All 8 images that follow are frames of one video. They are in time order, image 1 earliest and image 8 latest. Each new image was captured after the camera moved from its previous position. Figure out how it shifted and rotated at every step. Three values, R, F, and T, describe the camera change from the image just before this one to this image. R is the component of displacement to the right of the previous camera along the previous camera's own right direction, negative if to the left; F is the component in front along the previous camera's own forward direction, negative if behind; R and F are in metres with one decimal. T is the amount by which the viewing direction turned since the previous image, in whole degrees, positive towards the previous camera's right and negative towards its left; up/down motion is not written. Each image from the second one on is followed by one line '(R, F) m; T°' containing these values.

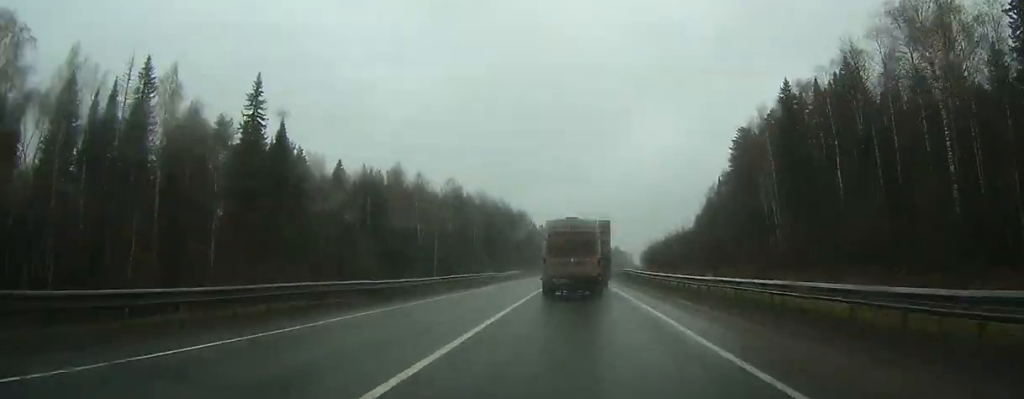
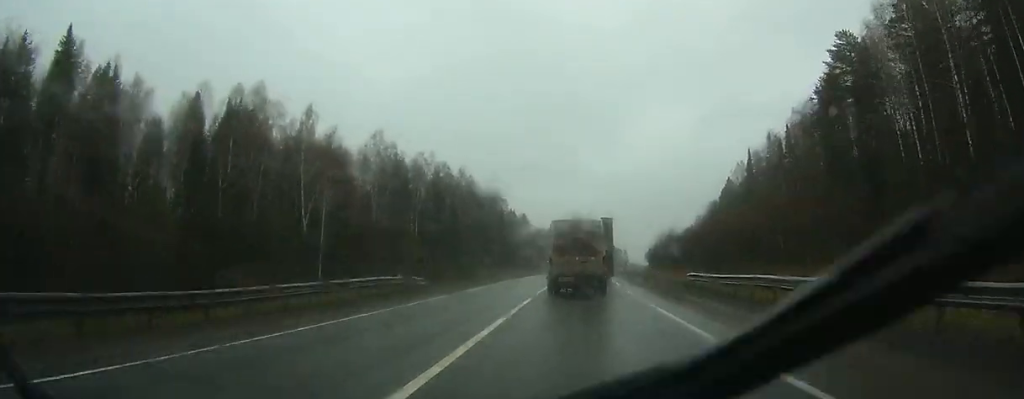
(+0.2, +52.4) m; +2°
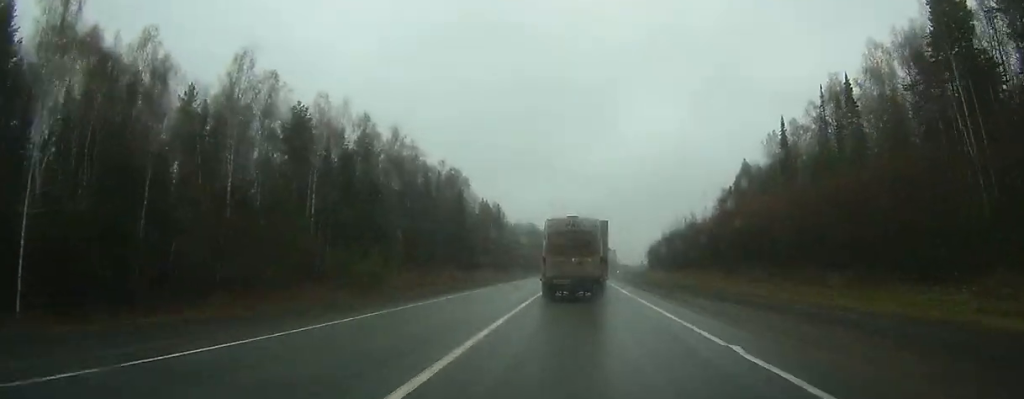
(+0.9, +40.3) m; +2°
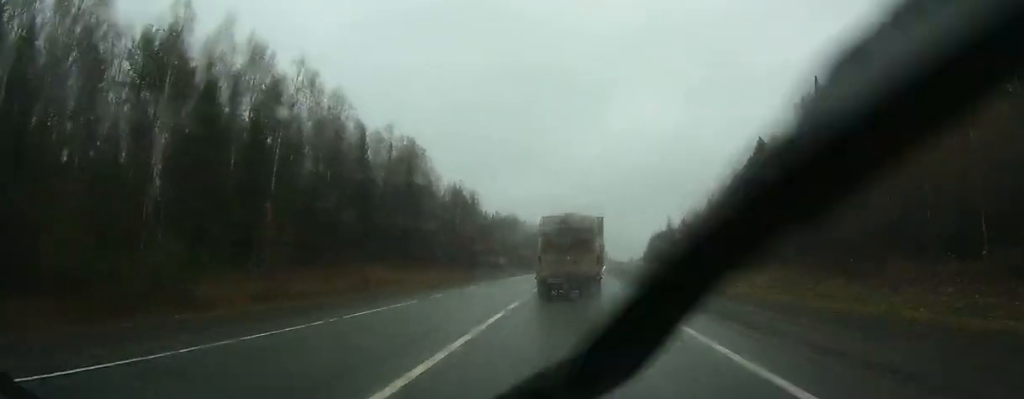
(+0.3, +28.2) m; +1°
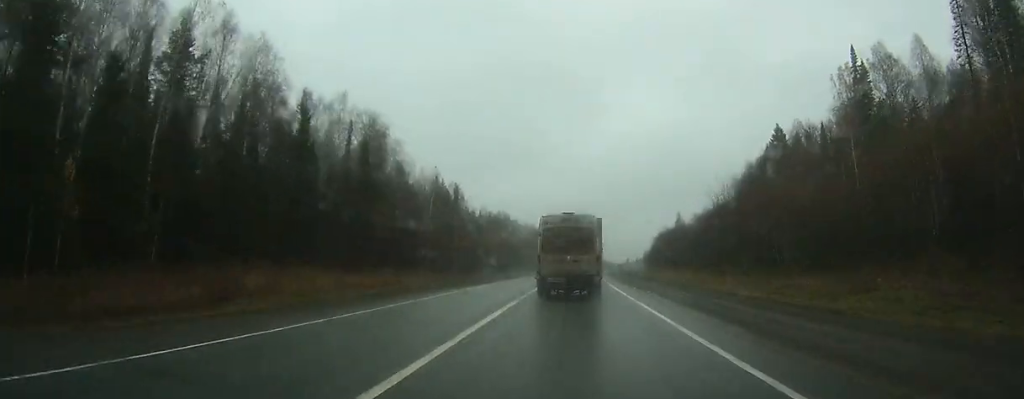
(+0.1, +18.1) m; +1°
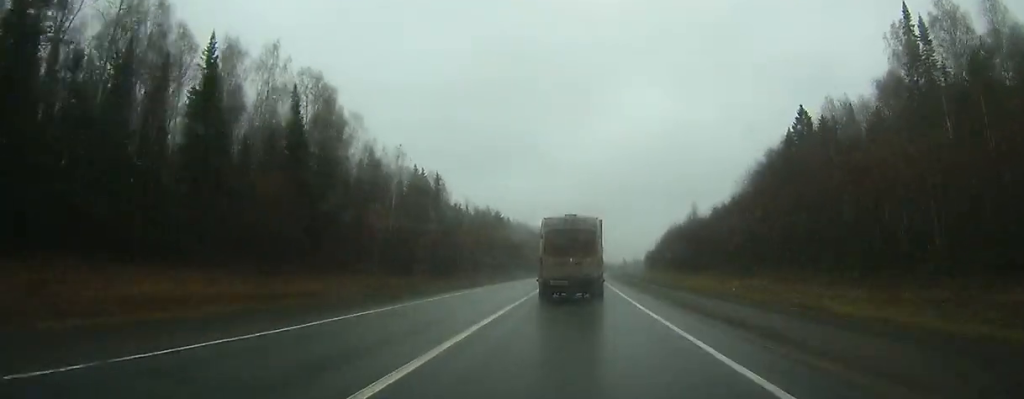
(+0.1, +18.1) m; 0°
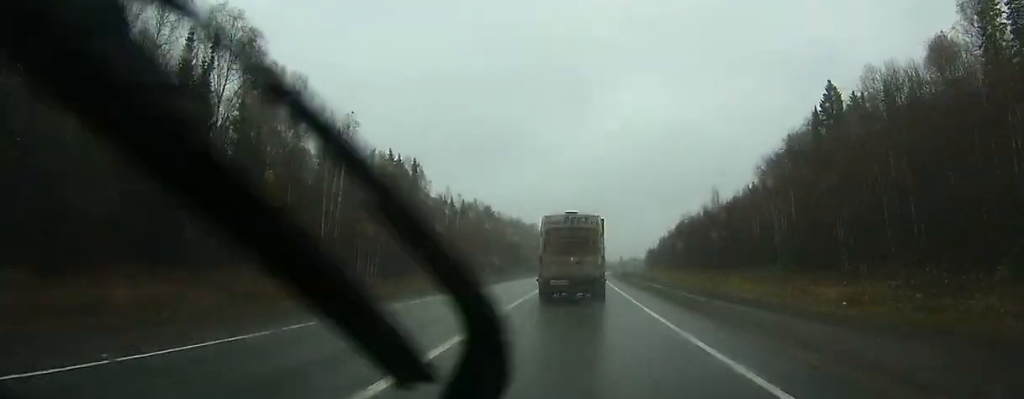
(0.0, +17.0) m; 0°
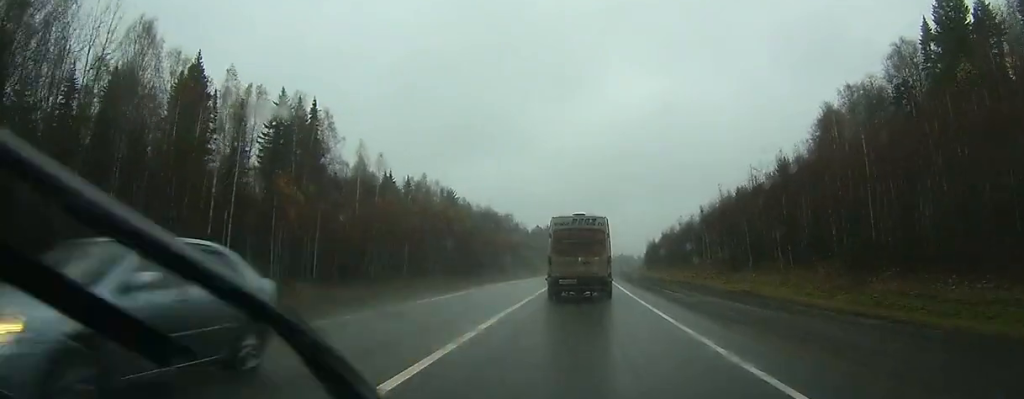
(+0.6, +44.2) m; +2°
